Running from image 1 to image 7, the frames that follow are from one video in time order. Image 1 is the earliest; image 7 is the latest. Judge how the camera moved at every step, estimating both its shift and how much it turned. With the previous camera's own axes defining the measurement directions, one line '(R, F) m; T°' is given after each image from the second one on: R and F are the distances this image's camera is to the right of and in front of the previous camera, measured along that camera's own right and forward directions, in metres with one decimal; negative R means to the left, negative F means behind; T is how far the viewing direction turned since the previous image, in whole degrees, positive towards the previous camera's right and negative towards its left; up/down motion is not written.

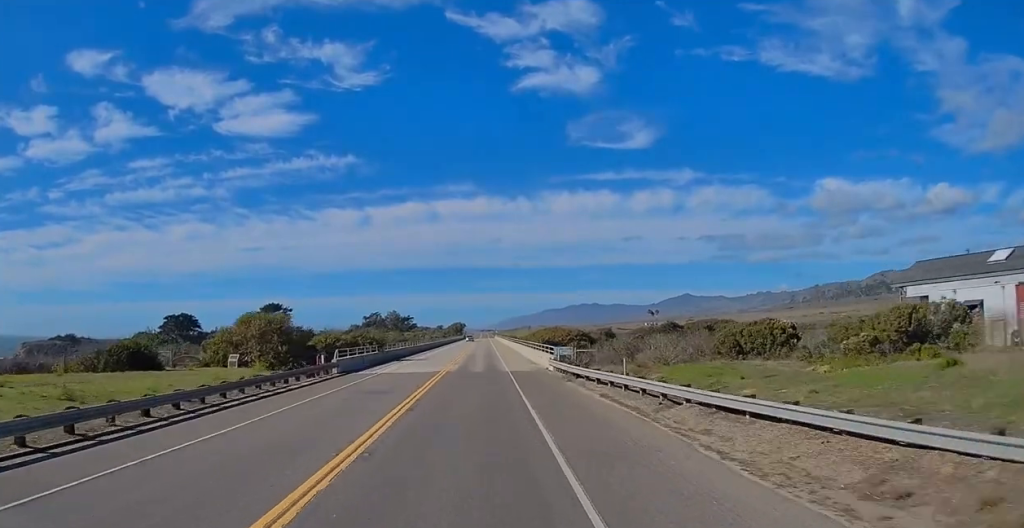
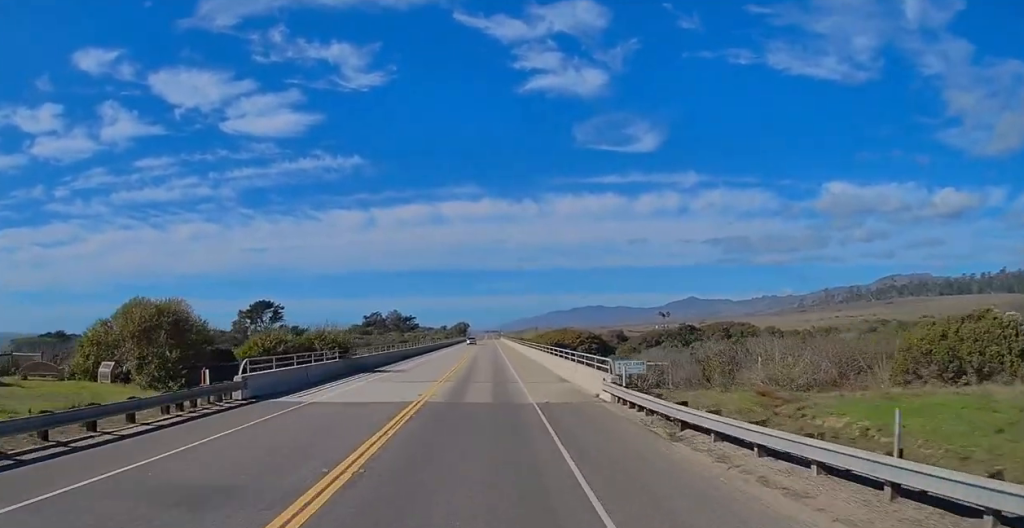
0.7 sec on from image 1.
(-0.1, +16.3) m; 0°
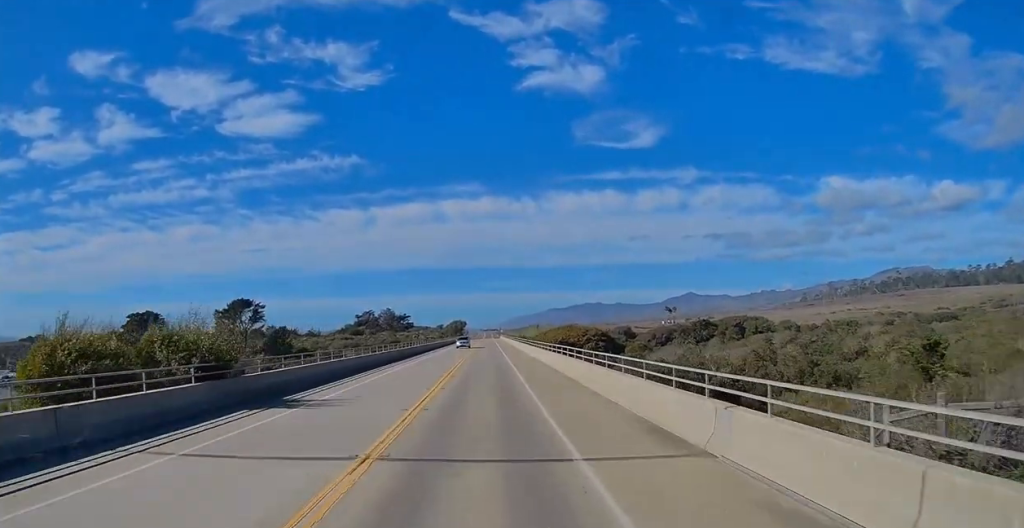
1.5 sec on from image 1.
(0.0, +19.8) m; 0°
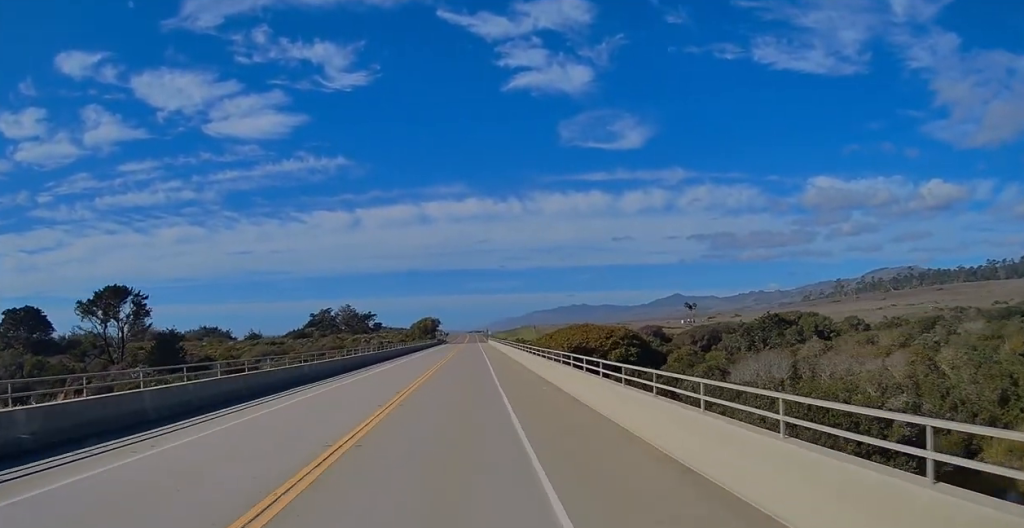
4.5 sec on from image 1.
(0.0, +72.6) m; 0°
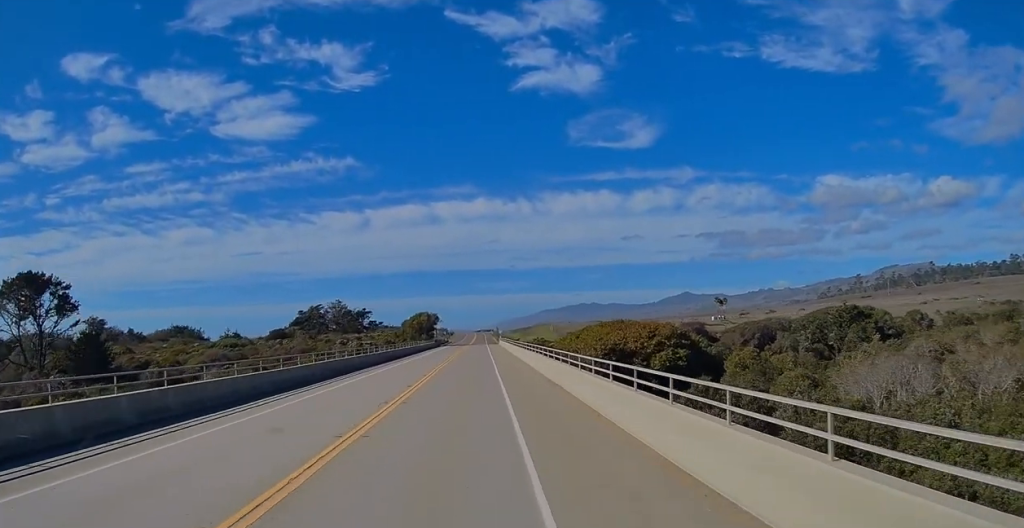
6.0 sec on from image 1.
(+0.1, +35.2) m; 0°
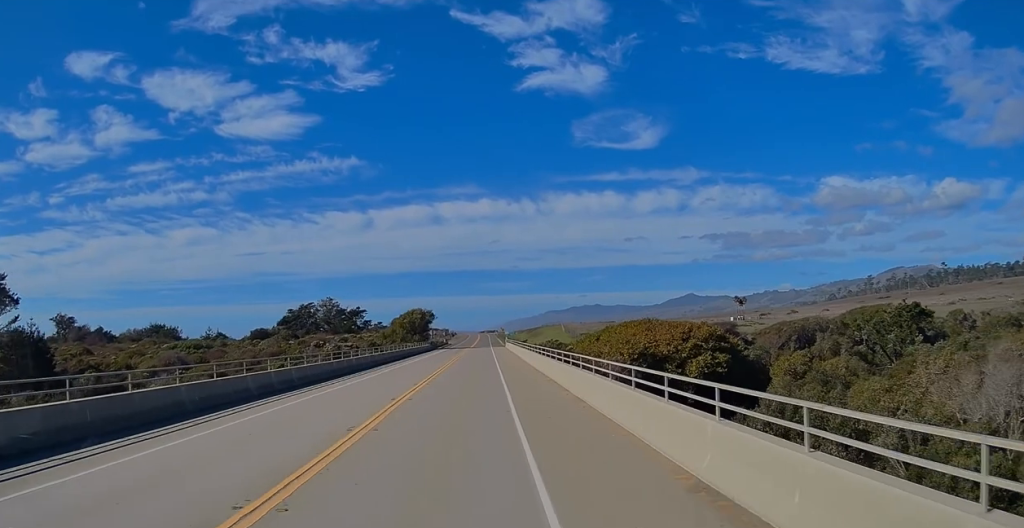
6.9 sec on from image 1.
(0.0, +21.2) m; 0°
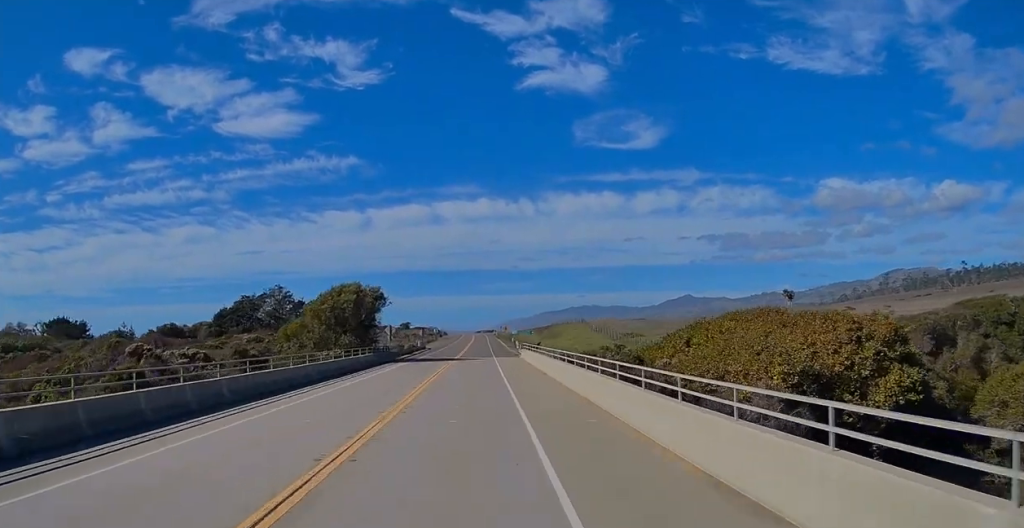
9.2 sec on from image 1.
(0.0, +55.3) m; 0°
